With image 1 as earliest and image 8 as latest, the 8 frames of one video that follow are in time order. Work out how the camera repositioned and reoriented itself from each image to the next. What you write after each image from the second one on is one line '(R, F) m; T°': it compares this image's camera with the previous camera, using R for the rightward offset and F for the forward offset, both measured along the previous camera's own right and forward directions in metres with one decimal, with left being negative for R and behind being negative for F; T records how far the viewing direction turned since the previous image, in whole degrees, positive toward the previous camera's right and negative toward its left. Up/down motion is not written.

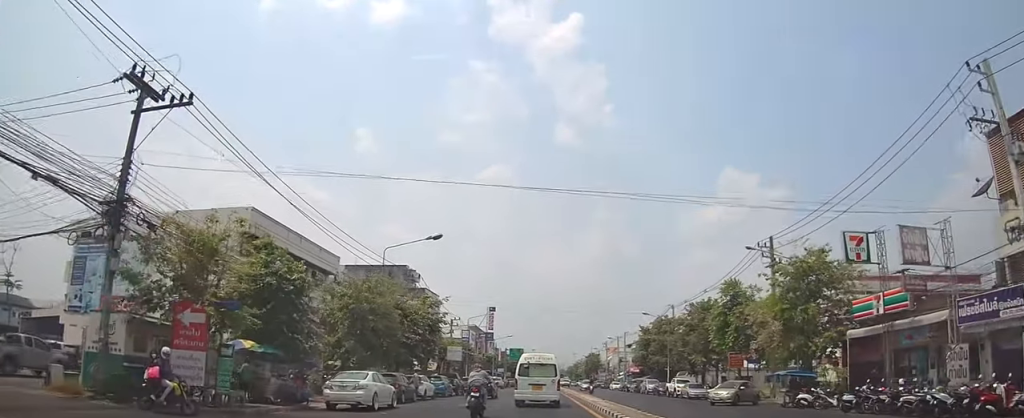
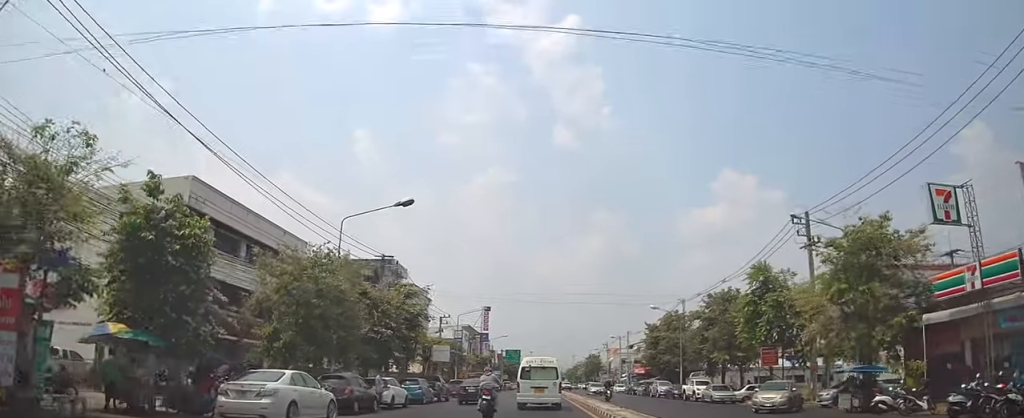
(0.0, +7.2) m; 0°
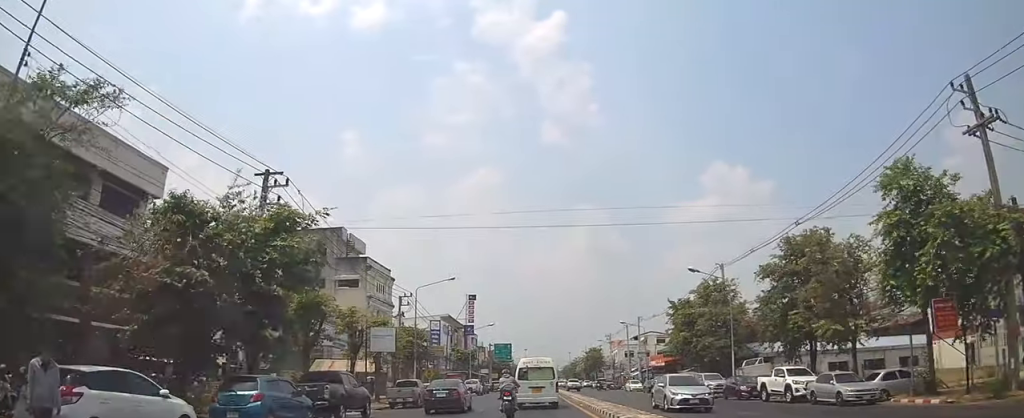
(-0.1, +18.8) m; -1°
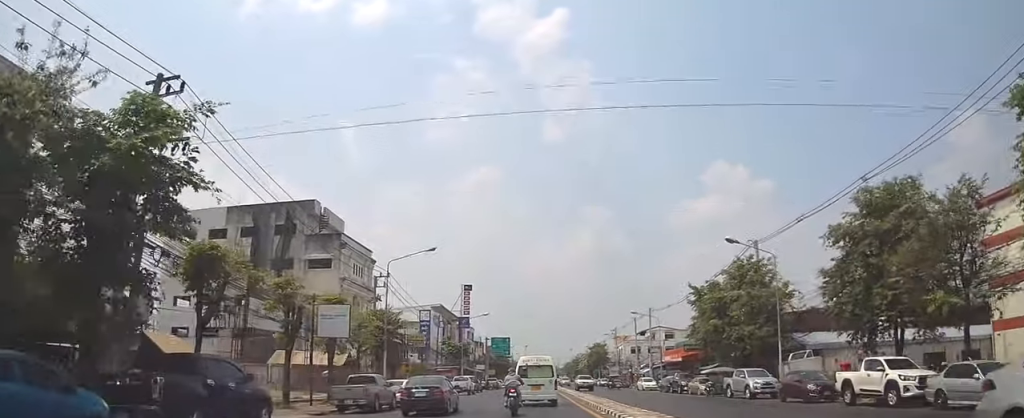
(0.0, +8.8) m; 0°
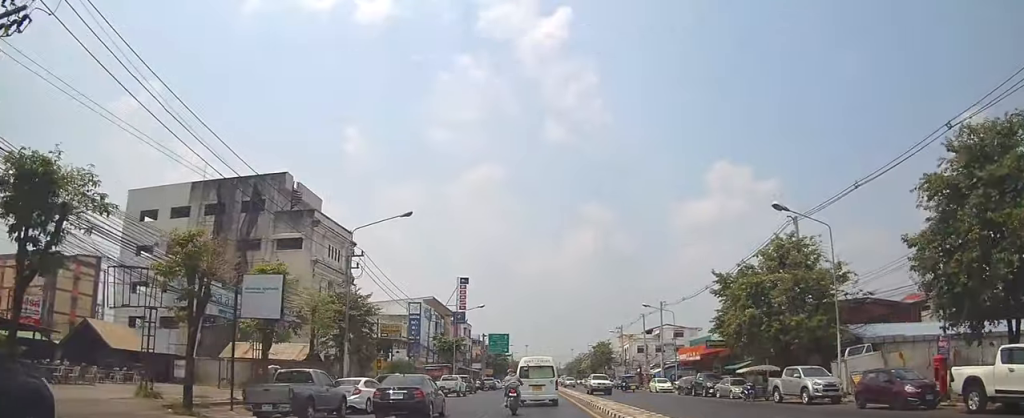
(-0.1, +7.4) m; 0°
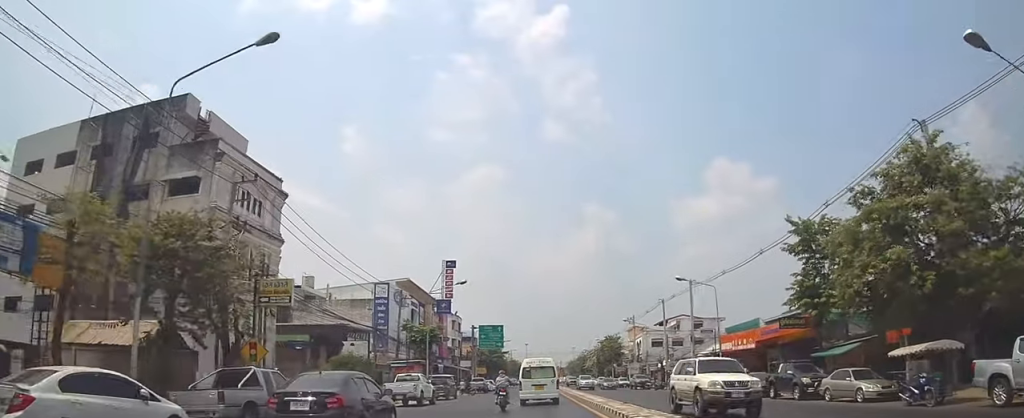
(+0.1, +15.5) m; 0°
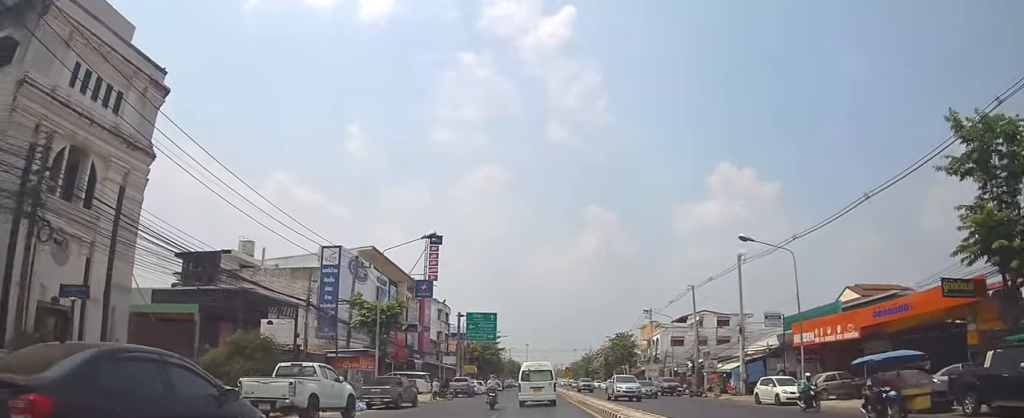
(-0.1, +15.2) m; -2°
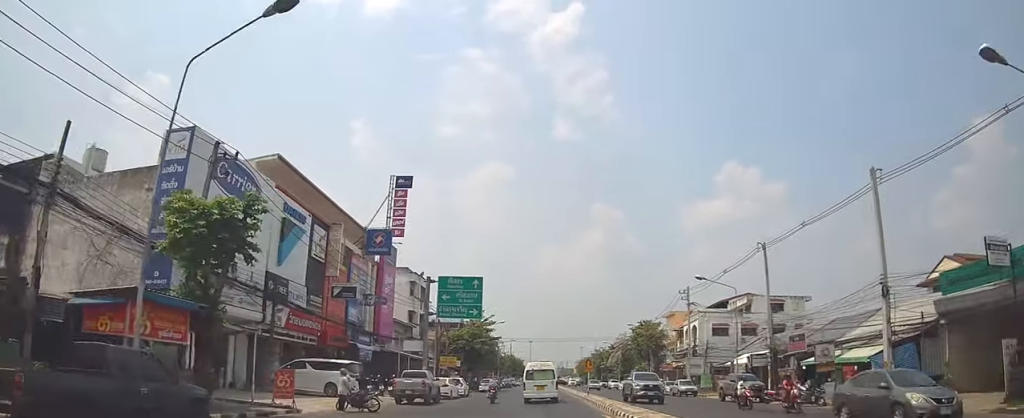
(-0.5, +20.7) m; -1°
